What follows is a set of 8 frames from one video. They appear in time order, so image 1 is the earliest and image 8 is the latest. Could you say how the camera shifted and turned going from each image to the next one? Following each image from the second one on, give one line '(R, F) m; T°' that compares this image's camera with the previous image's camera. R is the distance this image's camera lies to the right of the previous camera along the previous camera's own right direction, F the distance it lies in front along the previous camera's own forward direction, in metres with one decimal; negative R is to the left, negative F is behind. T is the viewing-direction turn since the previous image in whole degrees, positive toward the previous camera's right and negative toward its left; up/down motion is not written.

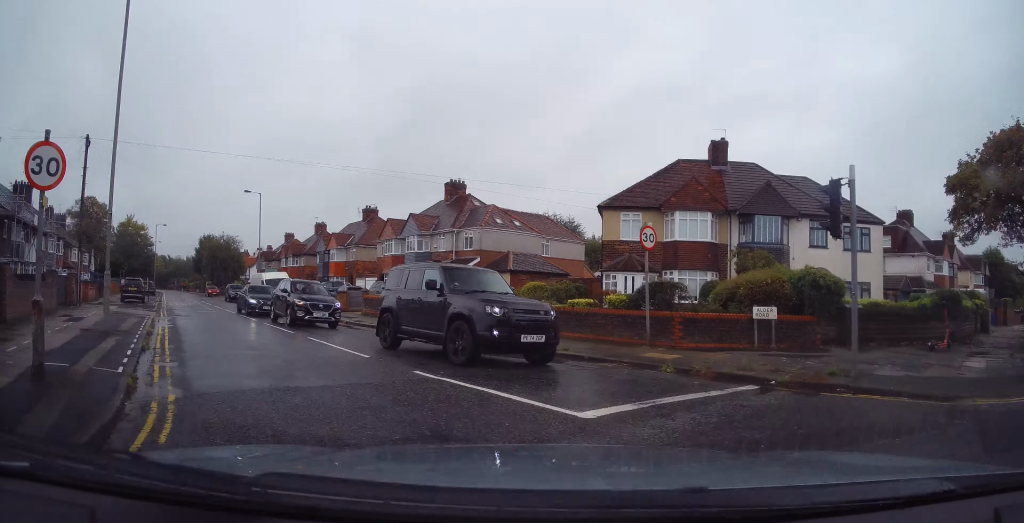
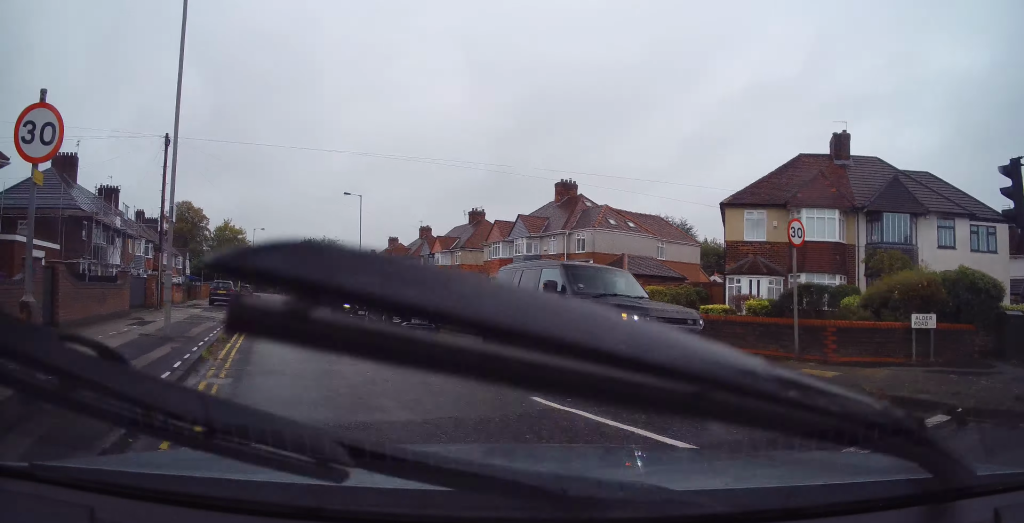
(-0.3, +1.9) m; -14°
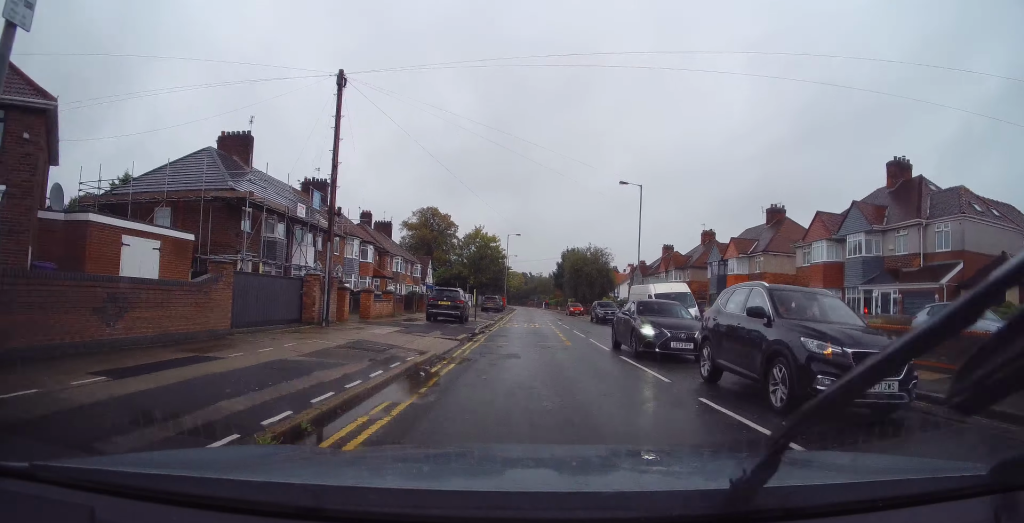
(-3.0, +9.5) m; -23°
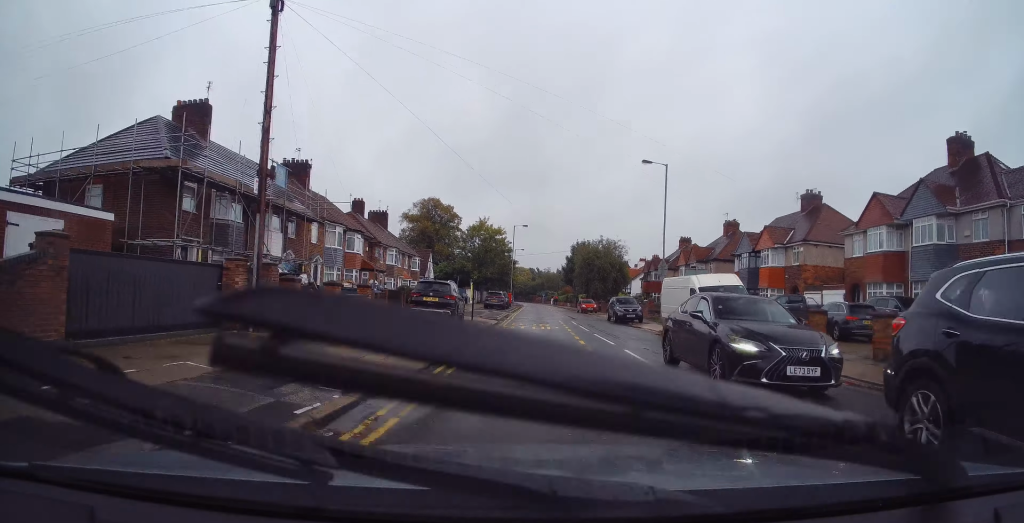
(-0.1, +4.8) m; -2°
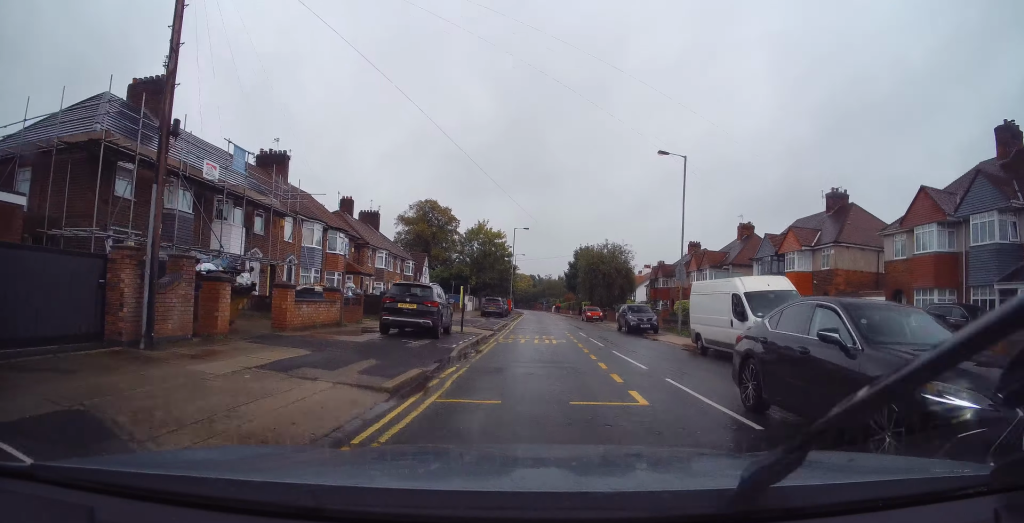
(-0.1, +3.8) m; -2°
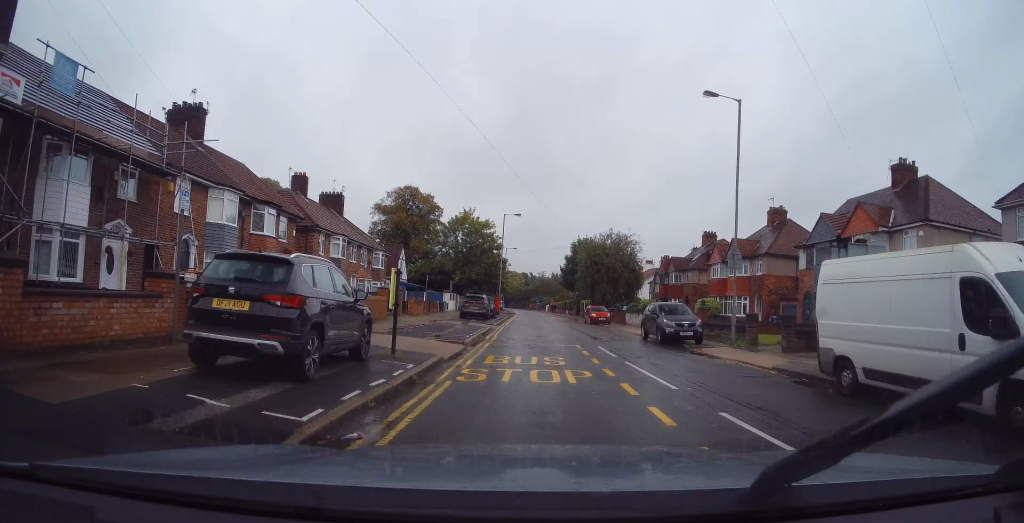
(+0.1, +9.1) m; +1°
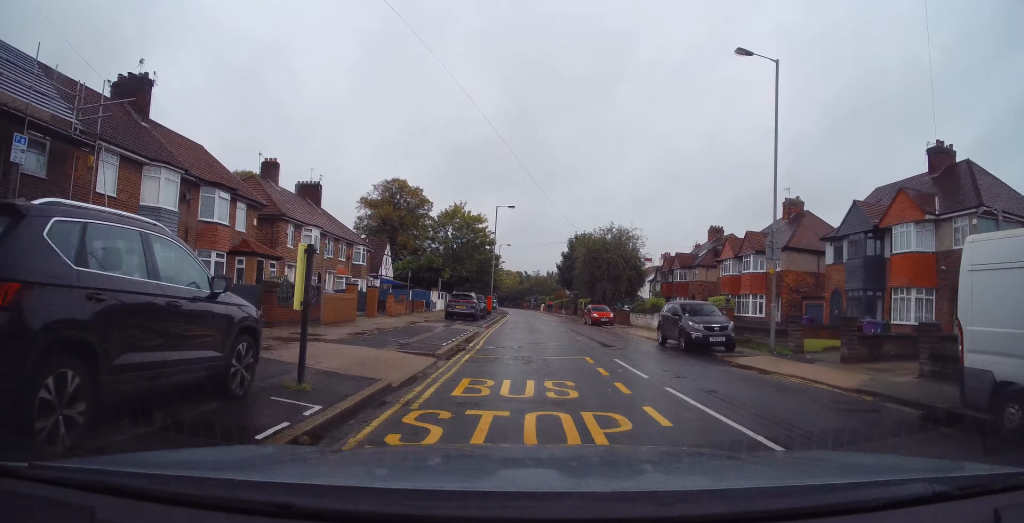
(0.0, +3.9) m; 0°
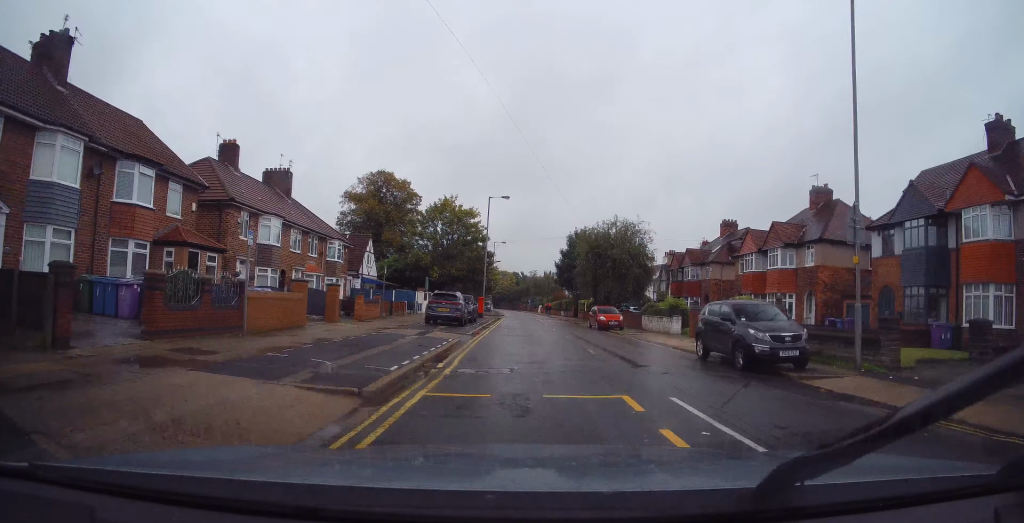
(0.0, +5.1) m; +1°
